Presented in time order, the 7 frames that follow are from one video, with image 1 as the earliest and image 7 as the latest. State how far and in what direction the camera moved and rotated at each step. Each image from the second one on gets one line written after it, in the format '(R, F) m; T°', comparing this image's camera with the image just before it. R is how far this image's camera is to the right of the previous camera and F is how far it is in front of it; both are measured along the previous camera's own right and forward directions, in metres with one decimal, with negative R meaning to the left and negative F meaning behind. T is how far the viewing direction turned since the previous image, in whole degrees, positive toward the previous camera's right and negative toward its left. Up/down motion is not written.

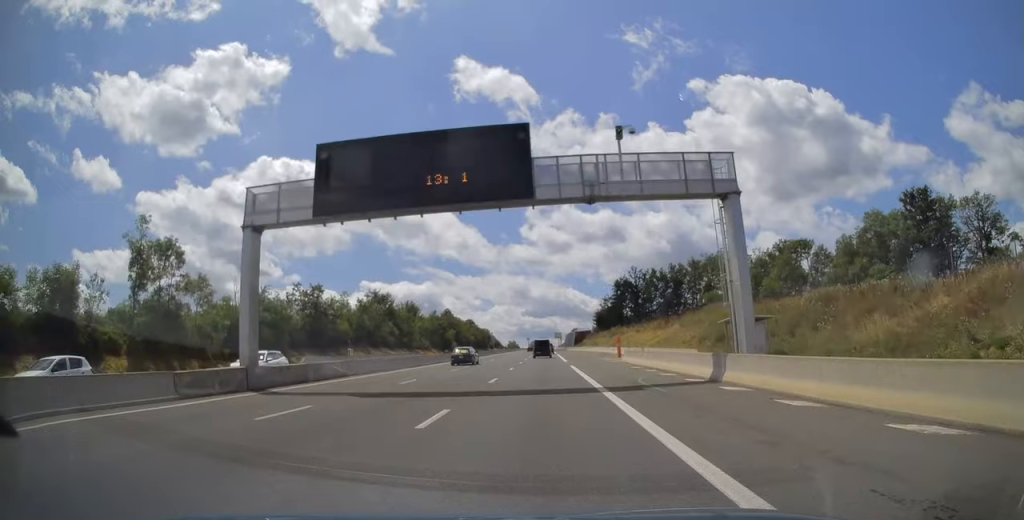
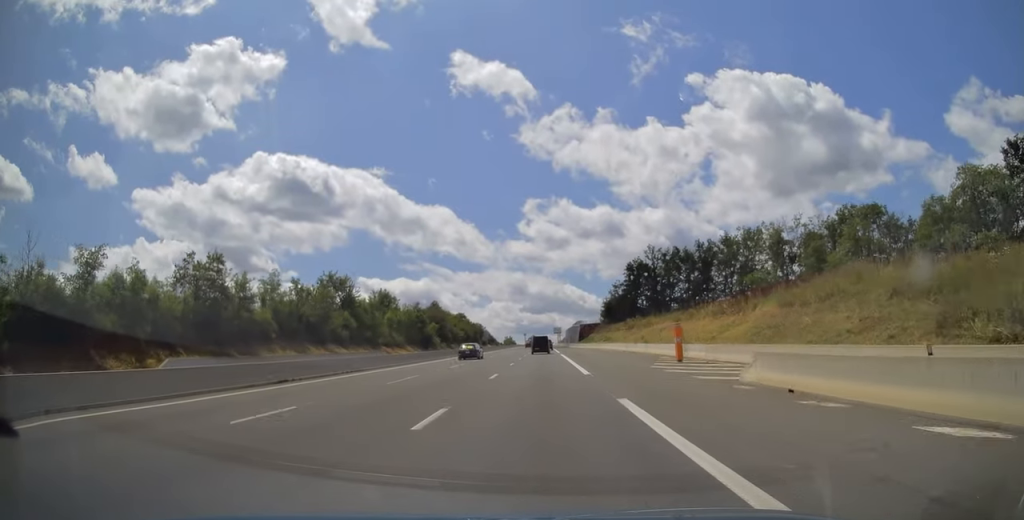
(0.0, +25.5) m; 0°
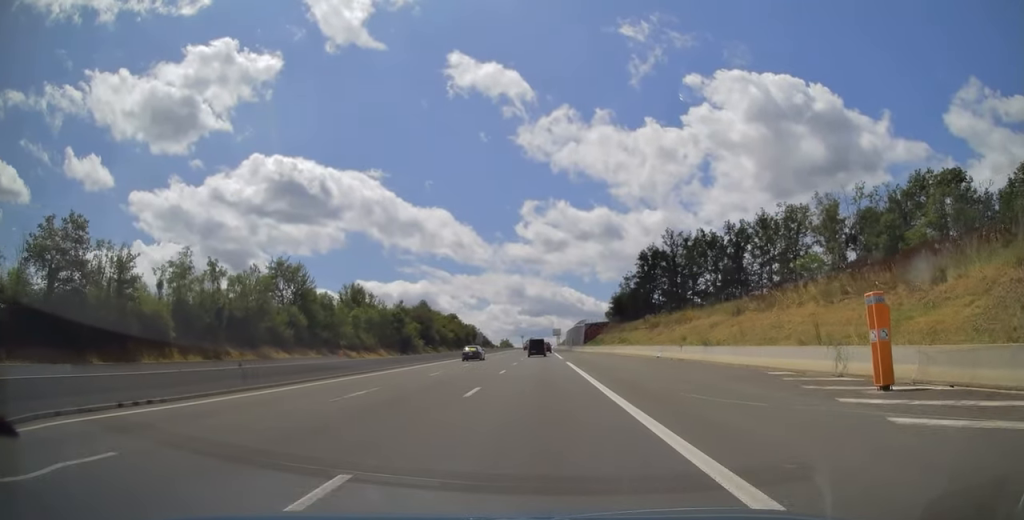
(+0.1, +19.3) m; 0°
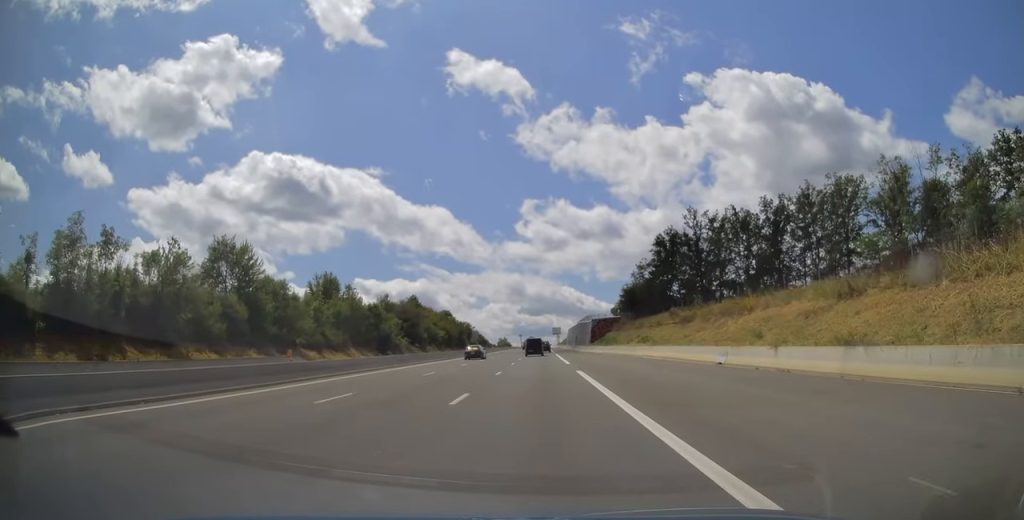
(-0.1, +15.6) m; 0°
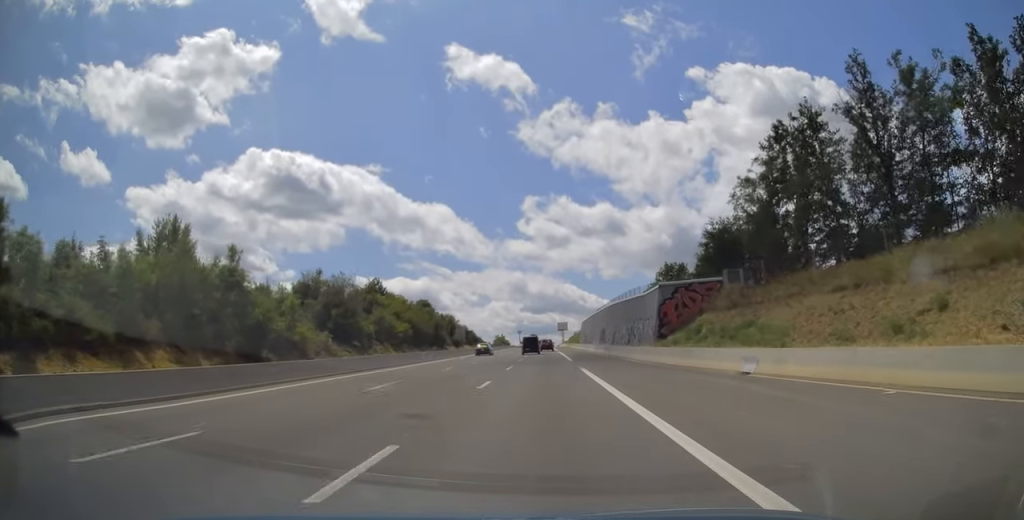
(-0.2, +48.0) m; 0°
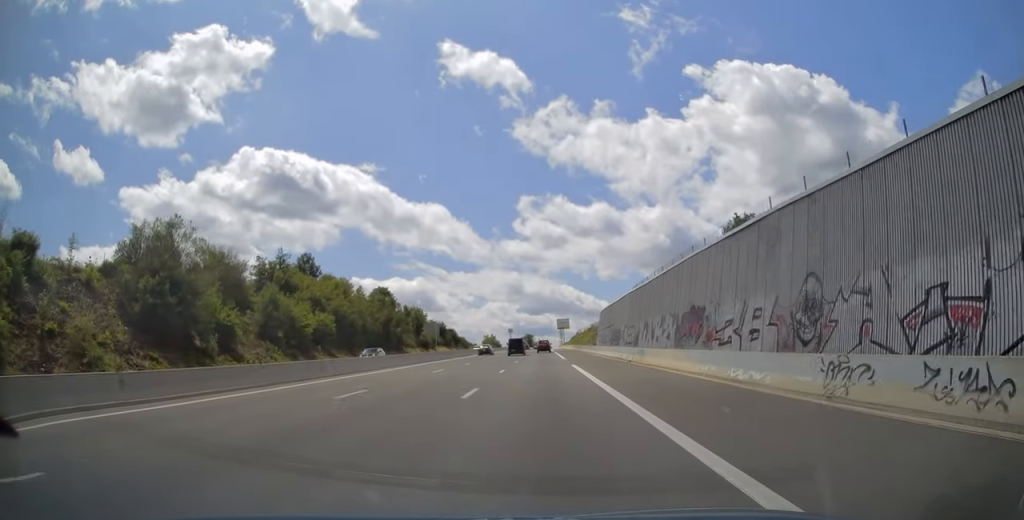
(+0.4, +44.1) m; 0°
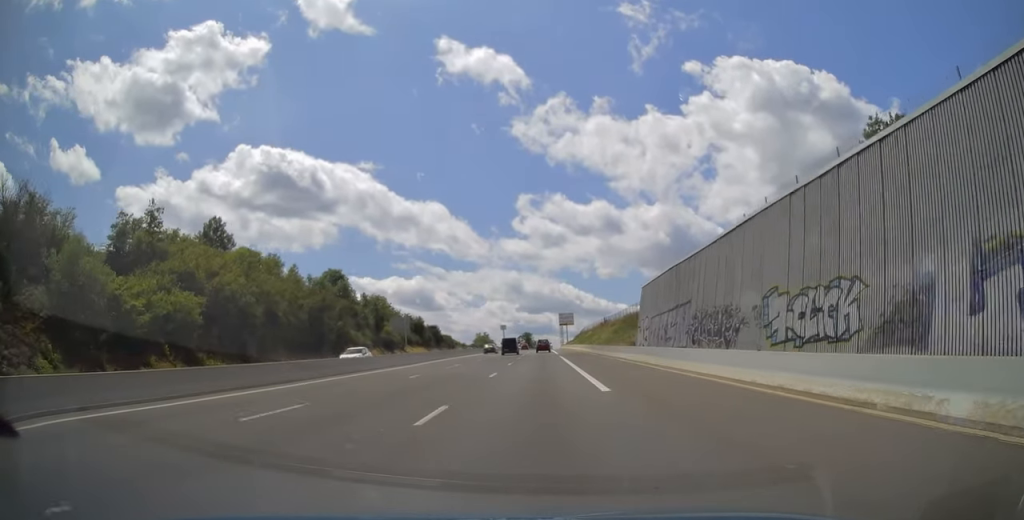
(-0.2, +32.4) m; 0°
